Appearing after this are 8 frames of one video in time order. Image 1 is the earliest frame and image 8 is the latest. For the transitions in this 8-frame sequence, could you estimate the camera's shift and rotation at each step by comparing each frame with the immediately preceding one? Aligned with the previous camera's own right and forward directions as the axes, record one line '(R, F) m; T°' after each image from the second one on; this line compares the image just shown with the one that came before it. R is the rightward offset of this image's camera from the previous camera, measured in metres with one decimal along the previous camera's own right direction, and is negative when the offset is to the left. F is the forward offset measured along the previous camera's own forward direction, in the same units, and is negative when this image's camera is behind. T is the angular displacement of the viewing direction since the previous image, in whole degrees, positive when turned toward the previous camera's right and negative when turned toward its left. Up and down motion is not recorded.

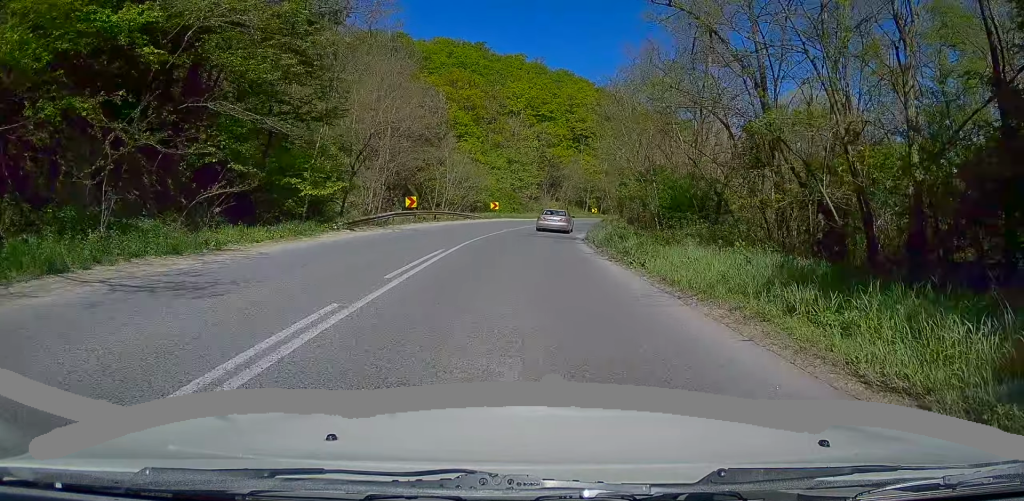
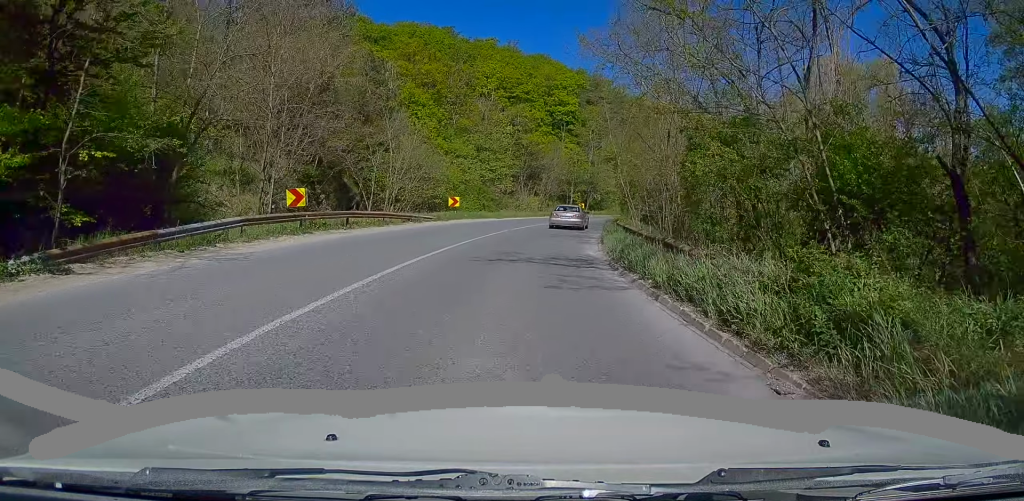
(+0.3, +14.6) m; +1°
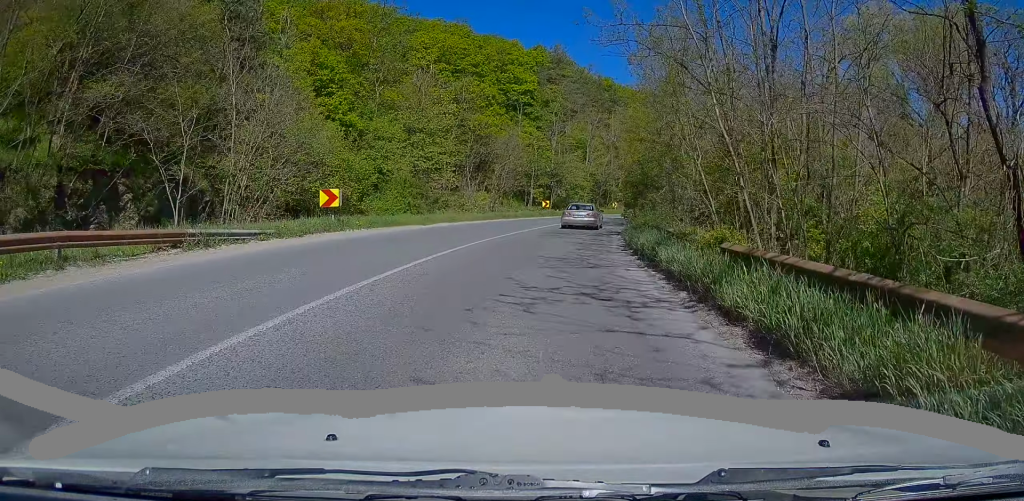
(+0.2, +18.1) m; +3°
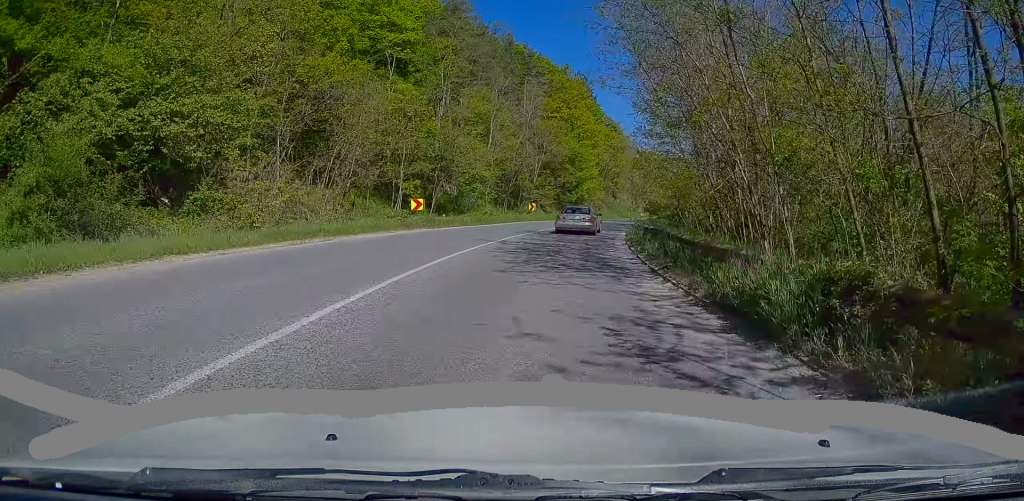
(+1.4, +27.8) m; +8°
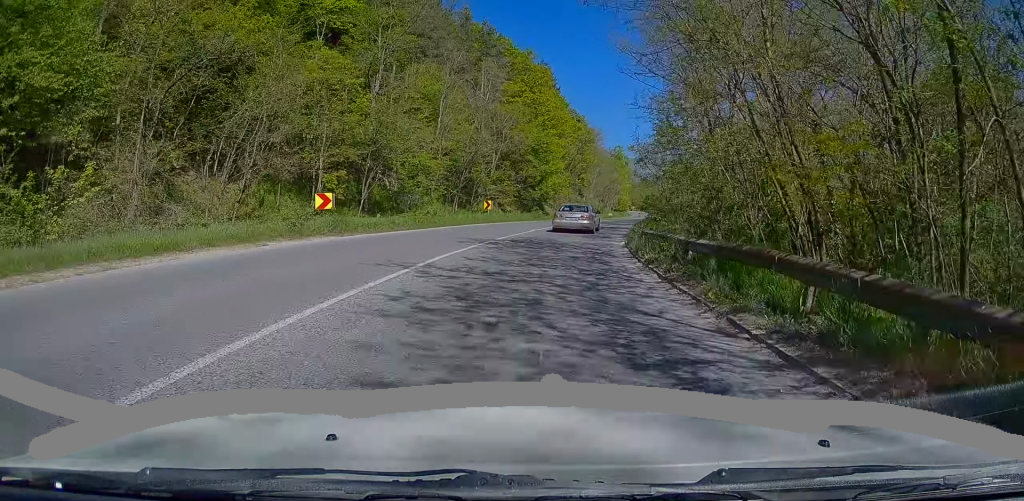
(+0.2, +9.8) m; +4°
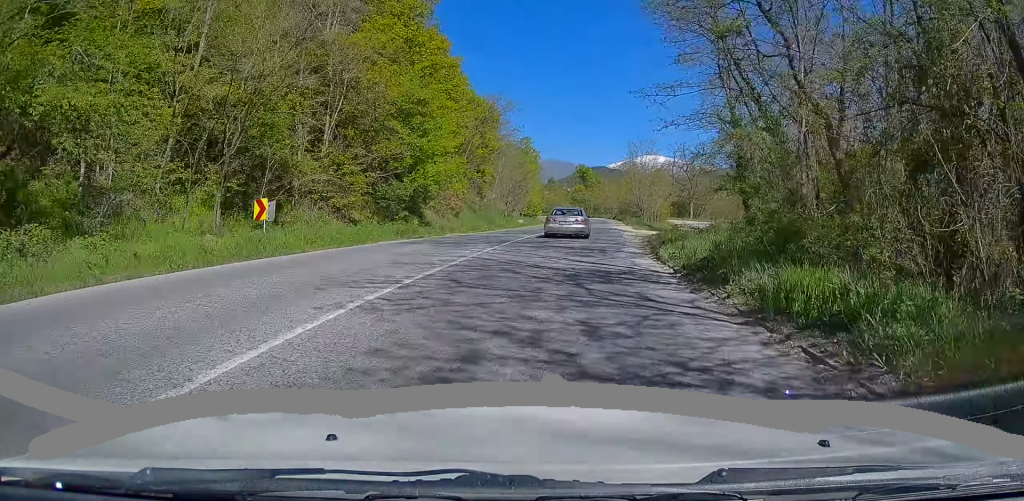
(+2.3, +24.7) m; +10°
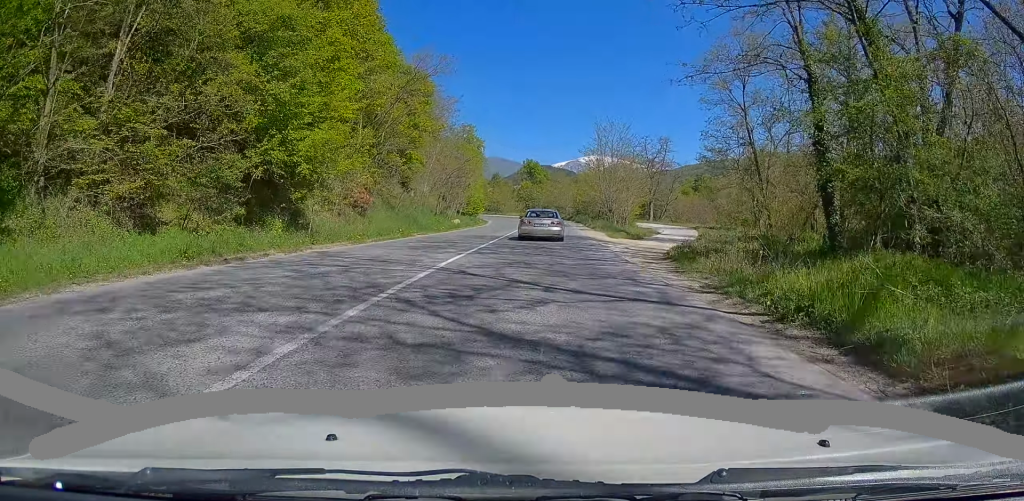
(+0.6, +13.7) m; +5°
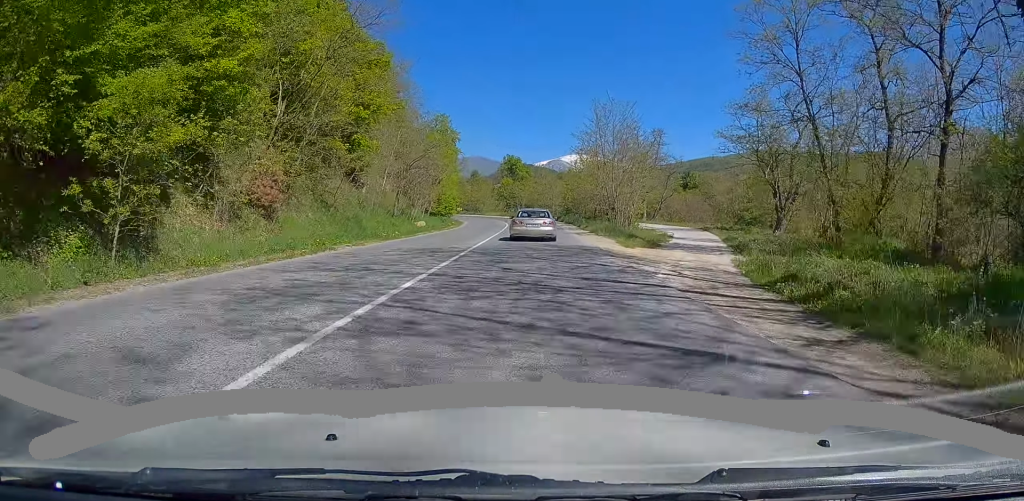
(+0.5, +10.4) m; +3°
